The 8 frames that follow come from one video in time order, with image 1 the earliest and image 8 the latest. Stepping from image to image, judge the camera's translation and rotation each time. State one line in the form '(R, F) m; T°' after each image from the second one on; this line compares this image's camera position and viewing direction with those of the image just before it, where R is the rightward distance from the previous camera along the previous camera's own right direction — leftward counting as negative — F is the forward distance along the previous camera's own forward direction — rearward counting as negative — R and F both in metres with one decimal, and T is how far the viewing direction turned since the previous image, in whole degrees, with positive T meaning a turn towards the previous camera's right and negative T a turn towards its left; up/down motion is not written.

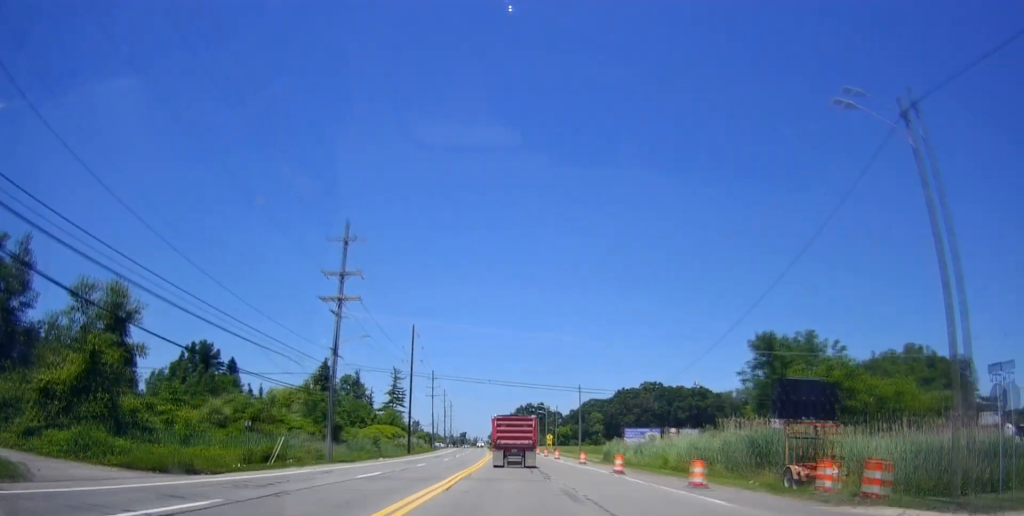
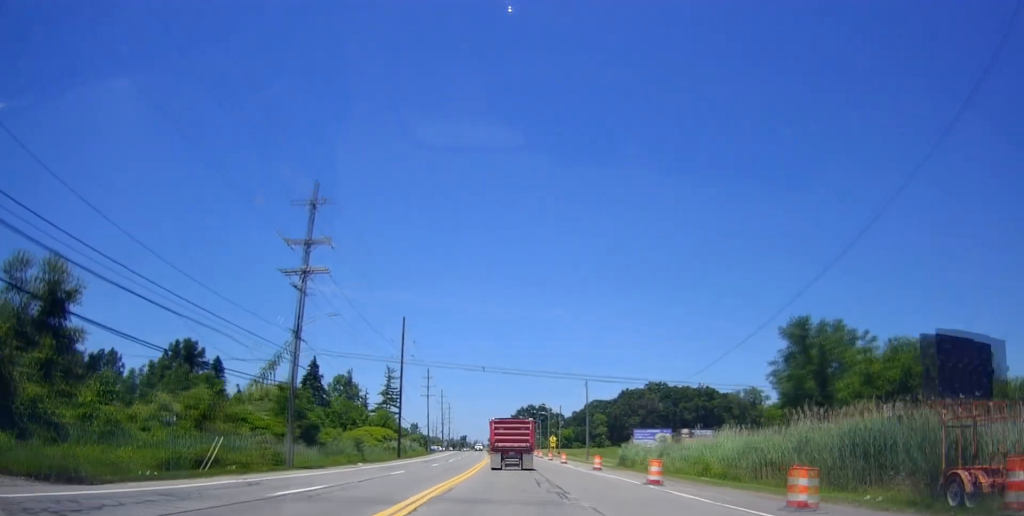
(+0.3, +7.9) m; +1°
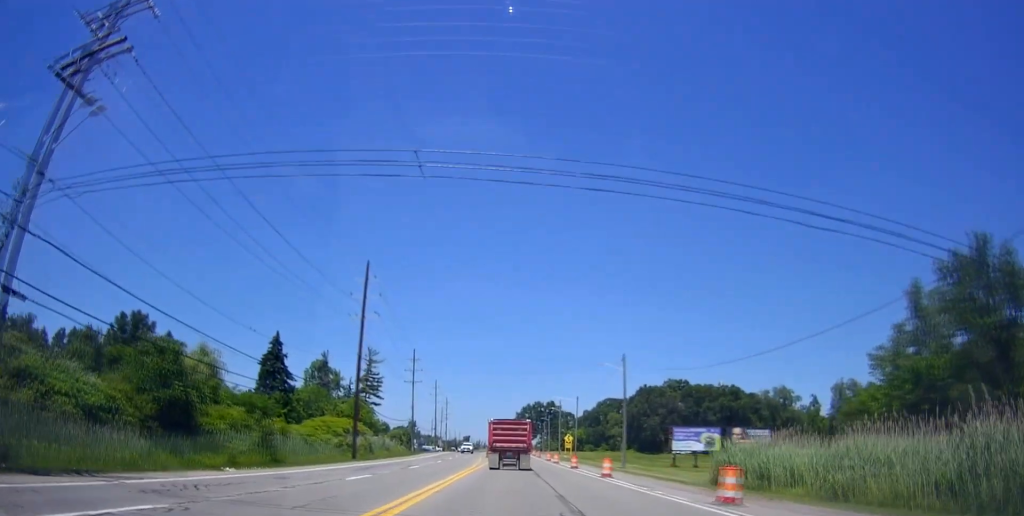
(+0.4, +23.9) m; +1°
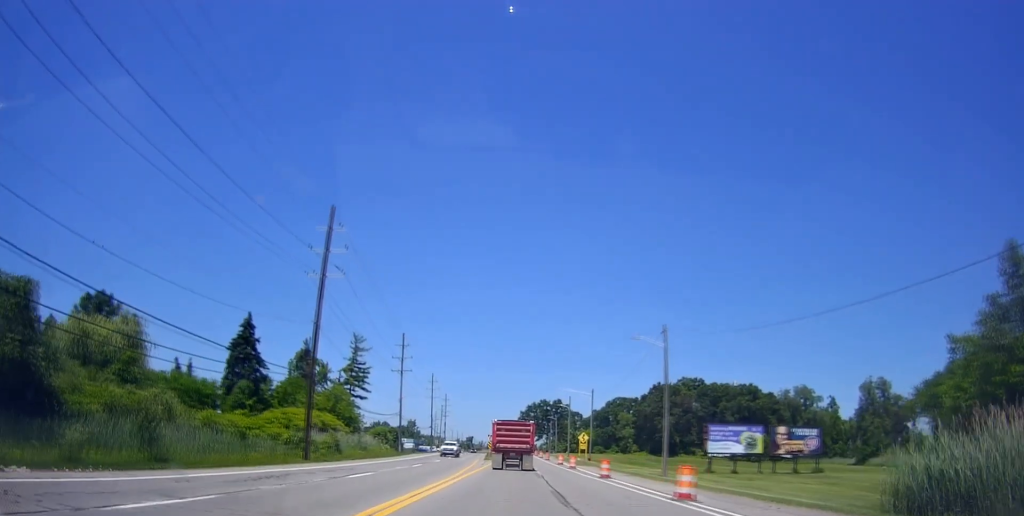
(0.0, +13.9) m; -2°
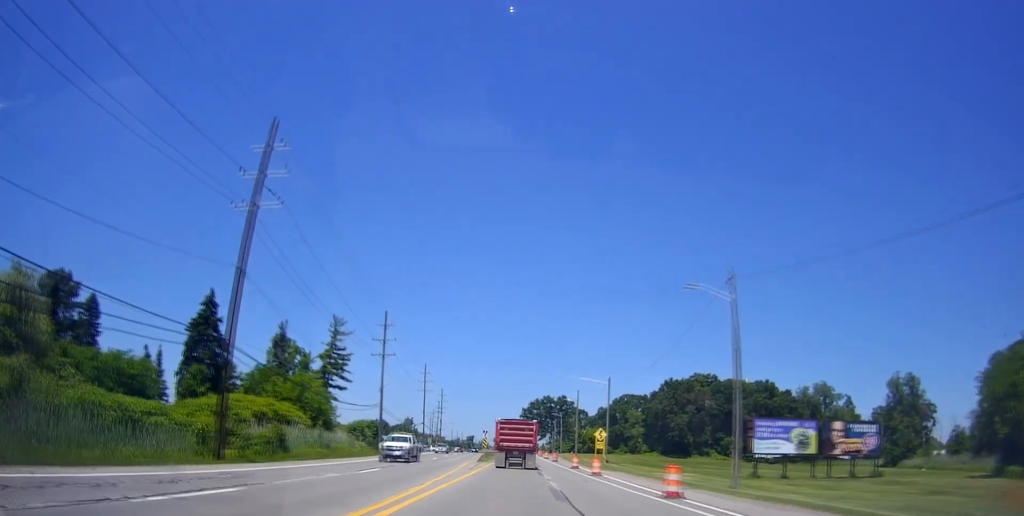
(-0.5, +13.4) m; 0°
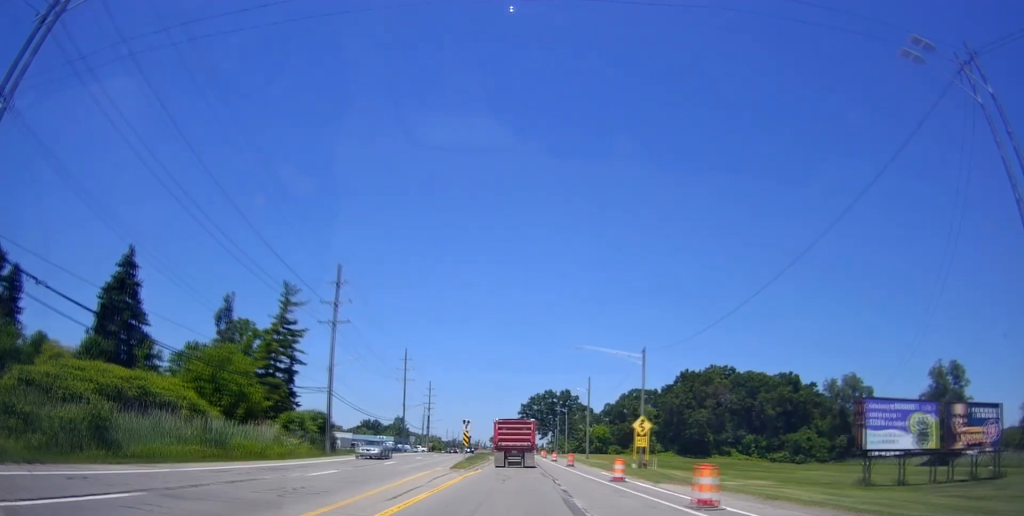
(+0.3, +19.8) m; +1°
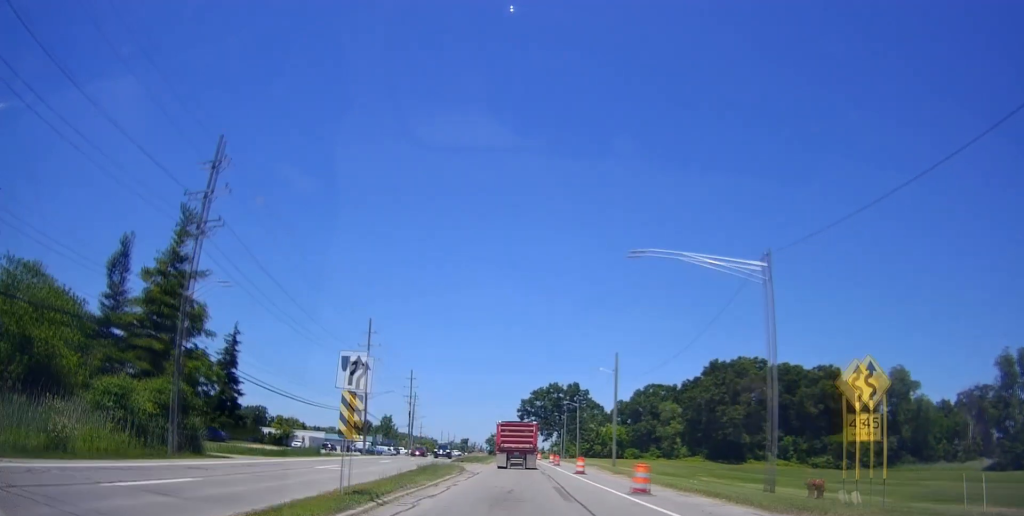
(+0.1, +25.4) m; -1°
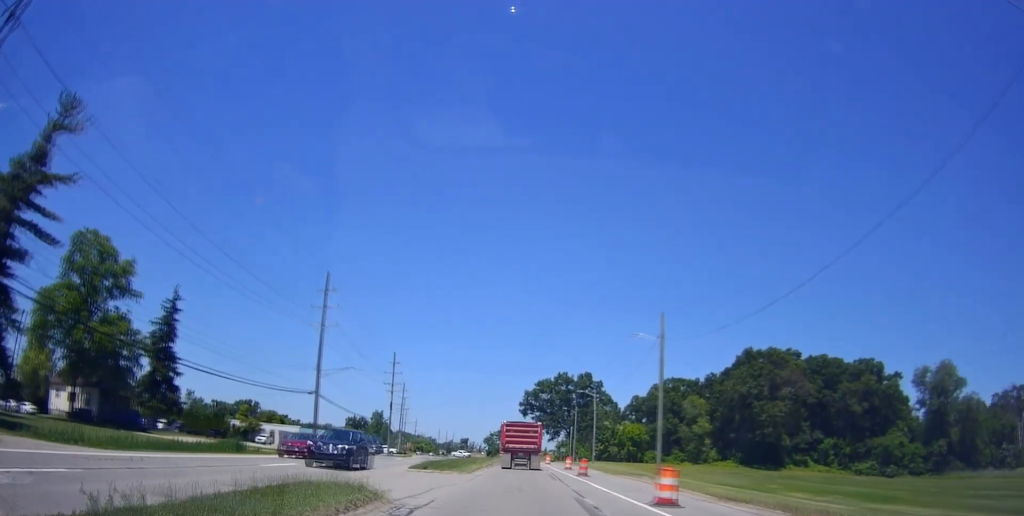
(-0.3, +19.8) m; -1°
